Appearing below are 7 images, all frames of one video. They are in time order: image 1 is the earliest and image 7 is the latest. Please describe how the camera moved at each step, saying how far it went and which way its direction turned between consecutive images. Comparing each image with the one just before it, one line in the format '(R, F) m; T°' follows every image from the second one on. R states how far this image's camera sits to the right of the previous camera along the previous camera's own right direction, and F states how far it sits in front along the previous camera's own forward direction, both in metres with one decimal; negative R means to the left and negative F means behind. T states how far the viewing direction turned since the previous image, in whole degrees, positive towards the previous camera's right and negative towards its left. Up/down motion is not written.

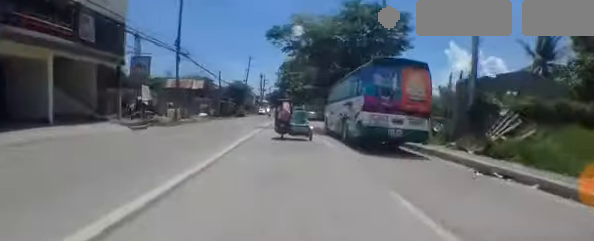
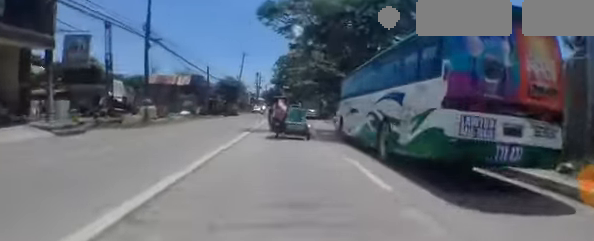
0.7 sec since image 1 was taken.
(0.0, +5.9) m; +2°
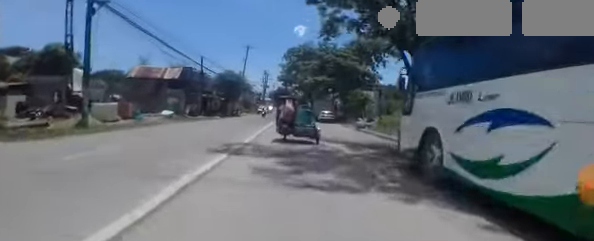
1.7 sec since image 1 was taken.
(+0.2, +7.6) m; 0°
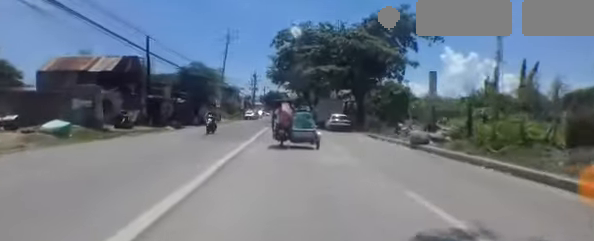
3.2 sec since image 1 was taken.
(-0.4, +11.9) m; -2°
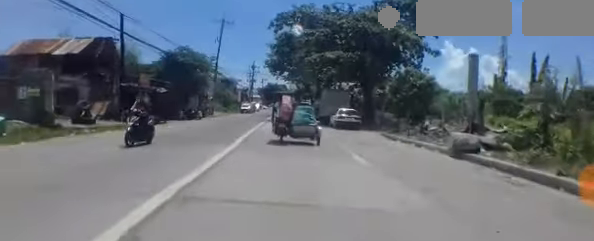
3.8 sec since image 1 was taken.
(0.0, +3.8) m; 0°
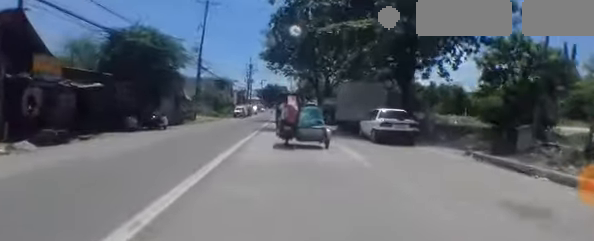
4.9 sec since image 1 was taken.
(+0.1, +8.3) m; +3°
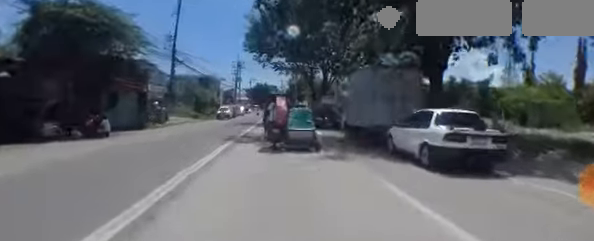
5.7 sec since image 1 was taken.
(+0.1, +5.3) m; +2°
